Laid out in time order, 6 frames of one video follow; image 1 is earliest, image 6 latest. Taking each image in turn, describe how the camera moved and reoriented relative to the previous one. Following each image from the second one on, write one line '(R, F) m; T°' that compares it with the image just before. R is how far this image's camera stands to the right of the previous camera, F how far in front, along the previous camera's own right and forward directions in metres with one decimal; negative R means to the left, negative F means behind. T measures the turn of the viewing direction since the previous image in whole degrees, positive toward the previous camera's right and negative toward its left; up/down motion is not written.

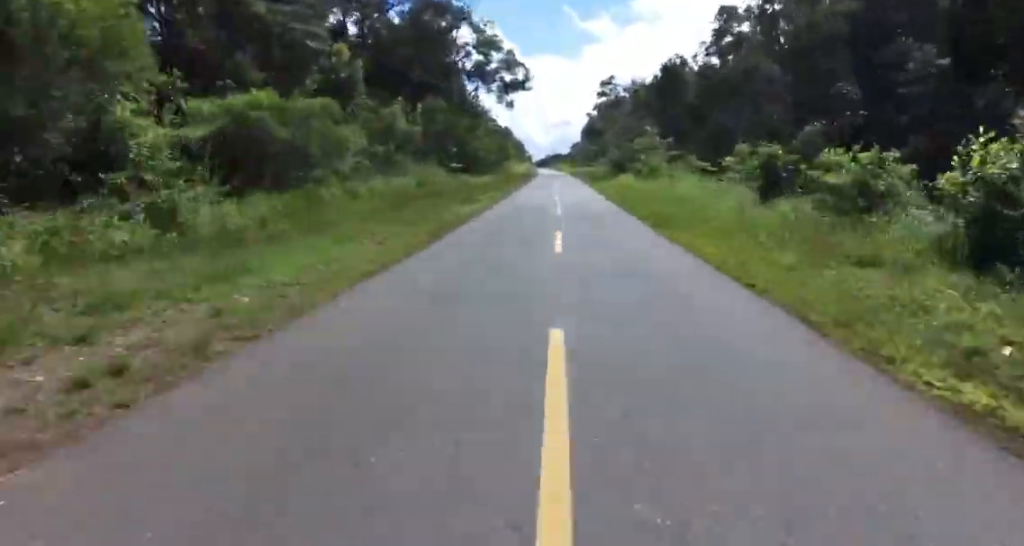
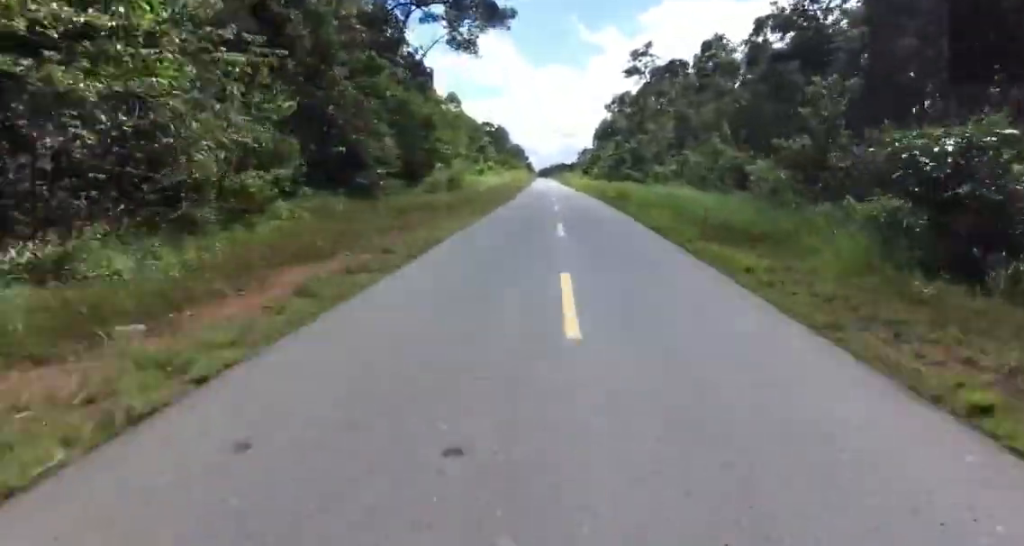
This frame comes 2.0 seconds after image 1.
(-0.7, +56.6) m; +2°
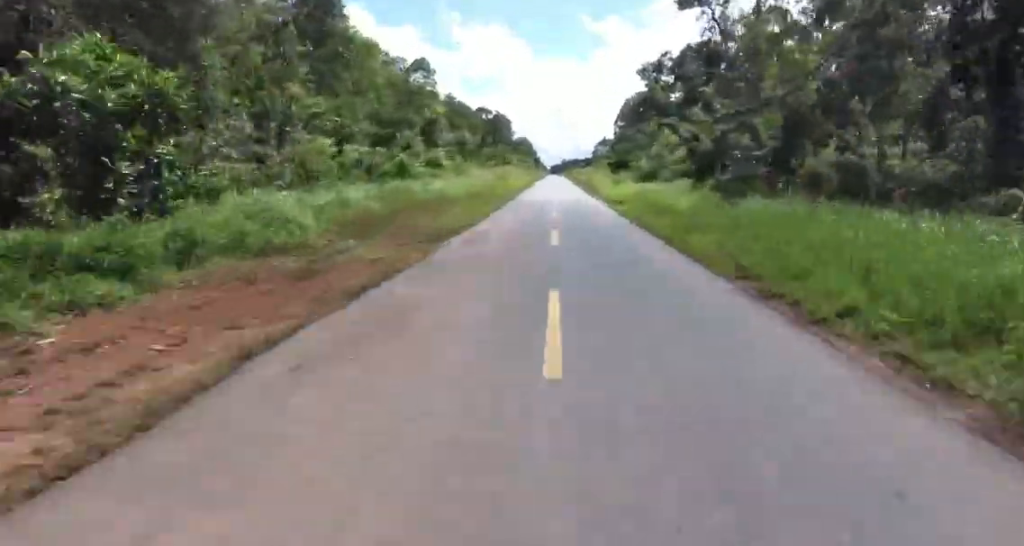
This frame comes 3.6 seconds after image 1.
(-0.3, +43.5) m; -2°
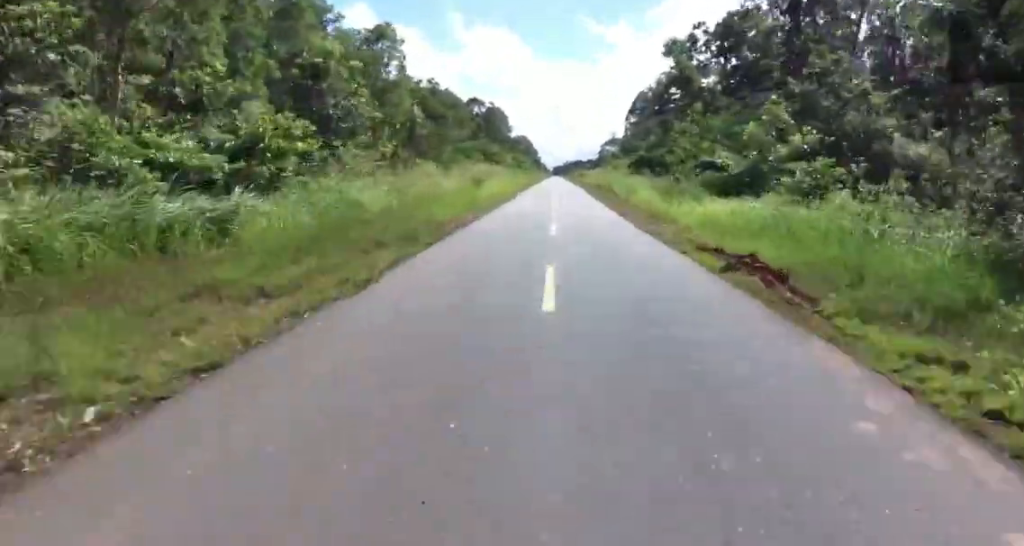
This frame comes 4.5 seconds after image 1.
(-0.4, +23.4) m; -1°
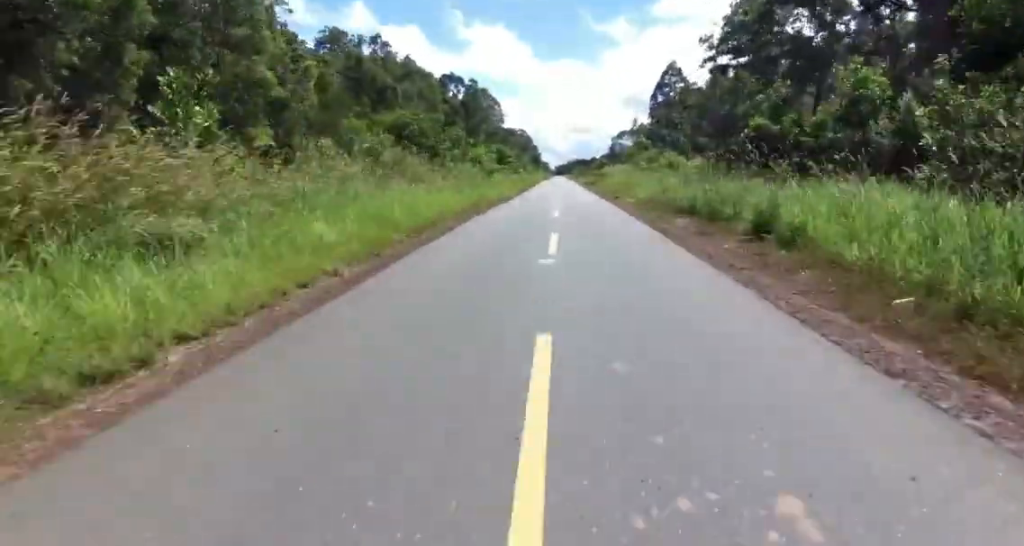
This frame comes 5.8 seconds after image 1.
(+0.7, +38.9) m; 0°
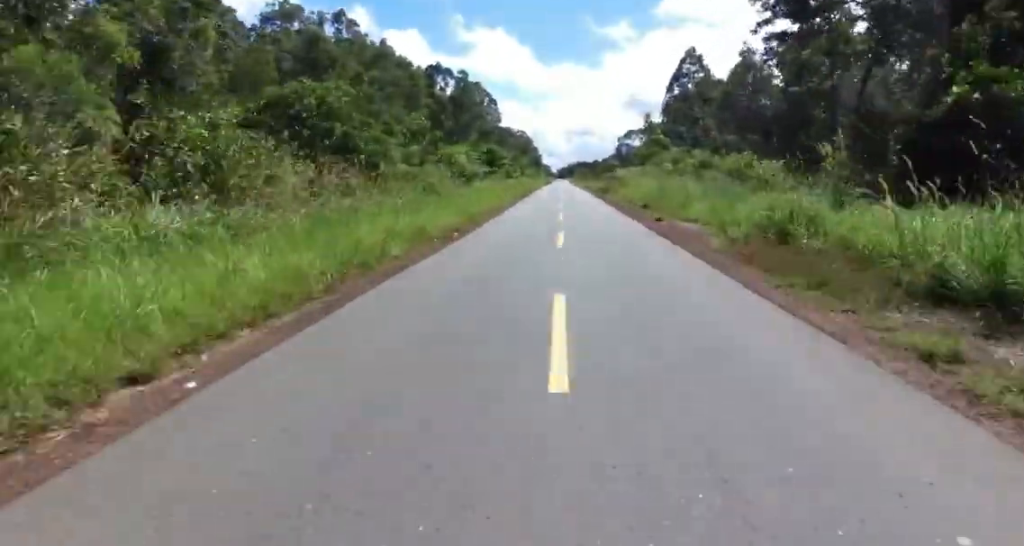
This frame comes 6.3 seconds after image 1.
(+0.3, +13.4) m; -1°
